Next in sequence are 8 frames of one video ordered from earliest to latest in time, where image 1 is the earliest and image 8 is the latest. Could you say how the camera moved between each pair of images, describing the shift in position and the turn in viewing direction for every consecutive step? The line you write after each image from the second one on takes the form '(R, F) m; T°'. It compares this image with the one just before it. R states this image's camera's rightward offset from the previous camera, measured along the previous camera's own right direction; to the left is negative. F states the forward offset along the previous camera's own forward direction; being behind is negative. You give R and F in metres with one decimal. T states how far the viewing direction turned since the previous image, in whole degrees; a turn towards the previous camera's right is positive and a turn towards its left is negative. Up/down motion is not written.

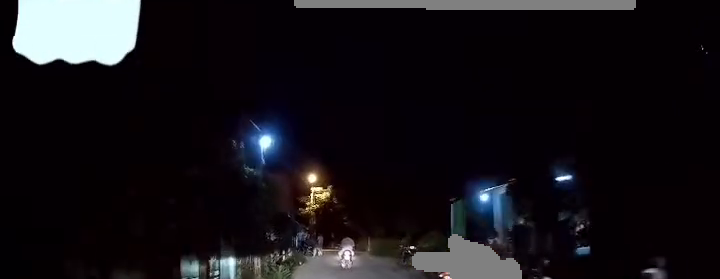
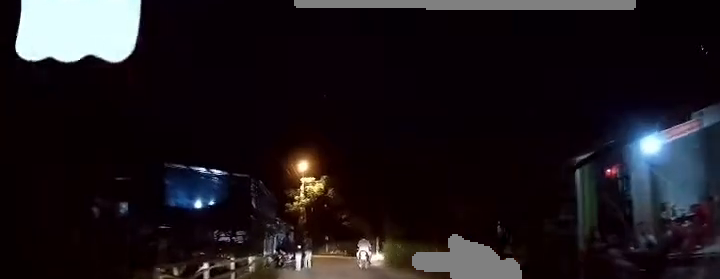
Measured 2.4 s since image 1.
(+0.1, +9.3) m; +4°
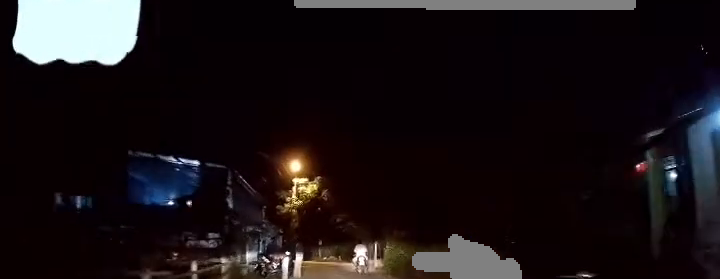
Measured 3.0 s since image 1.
(+0.1, +2.3) m; +1°
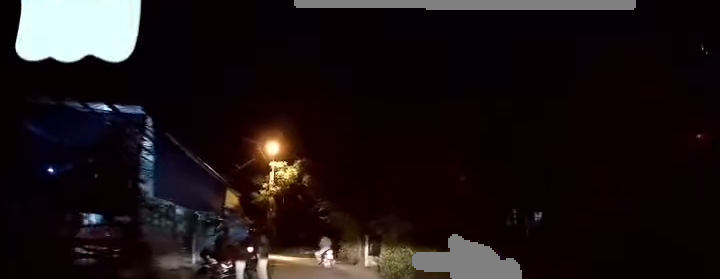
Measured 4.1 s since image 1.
(0.0, +4.3) m; +2°
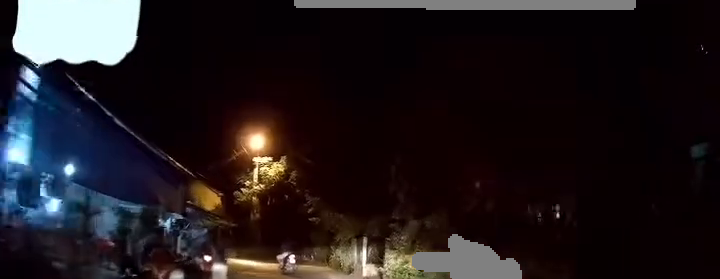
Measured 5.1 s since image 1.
(+0.1, +3.3) m; 0°
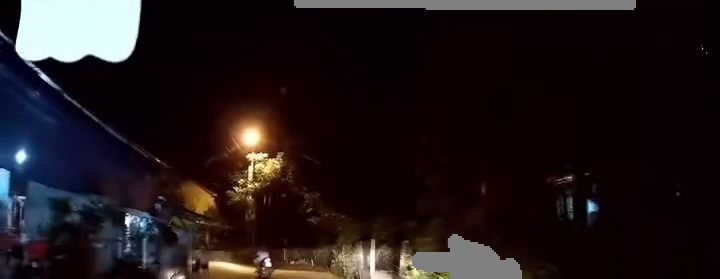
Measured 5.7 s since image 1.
(-0.1, +2.4) m; -2°
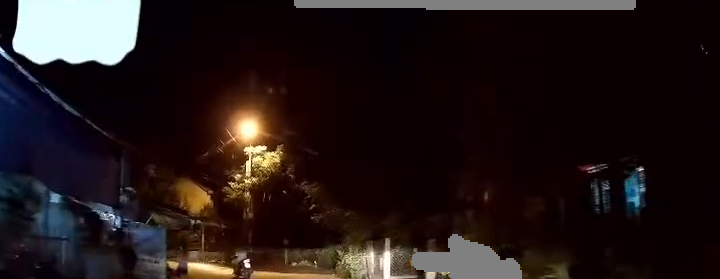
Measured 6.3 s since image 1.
(0.0, +2.1) m; -2°
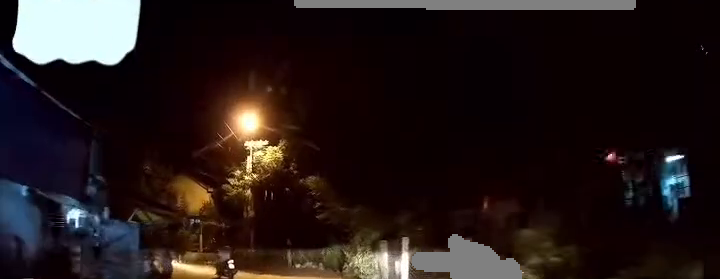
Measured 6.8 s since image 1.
(0.0, +1.5) m; -1°
